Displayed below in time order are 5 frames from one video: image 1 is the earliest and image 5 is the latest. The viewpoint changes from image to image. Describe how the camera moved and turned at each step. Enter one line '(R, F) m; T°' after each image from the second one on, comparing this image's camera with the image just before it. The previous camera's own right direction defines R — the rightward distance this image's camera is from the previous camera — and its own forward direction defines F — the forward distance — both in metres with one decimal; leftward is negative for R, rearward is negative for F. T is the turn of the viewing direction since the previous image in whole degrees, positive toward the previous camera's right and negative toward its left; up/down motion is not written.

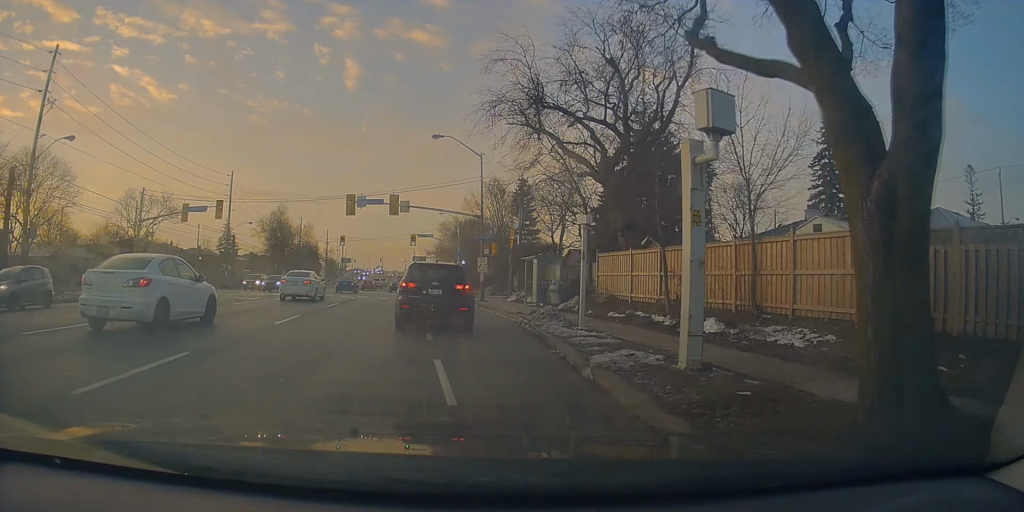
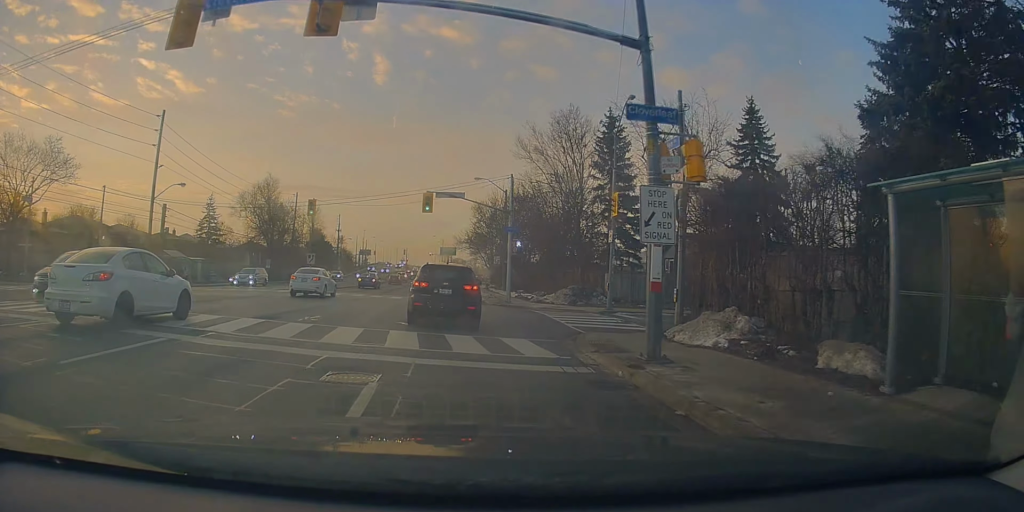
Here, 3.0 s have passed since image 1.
(+0.1, +25.7) m; -3°
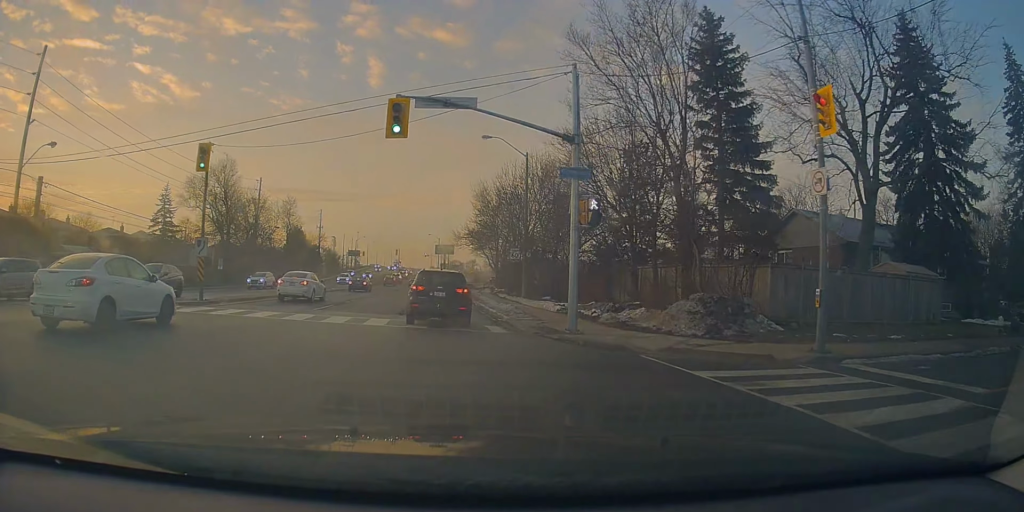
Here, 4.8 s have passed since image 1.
(0.0, +17.3) m; +2°
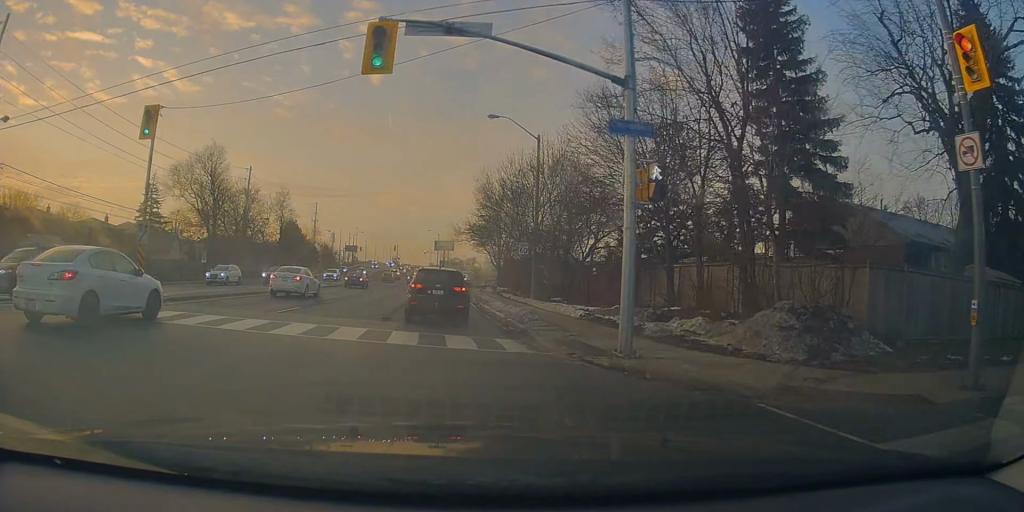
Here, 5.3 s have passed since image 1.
(+0.1, +4.6) m; 0°
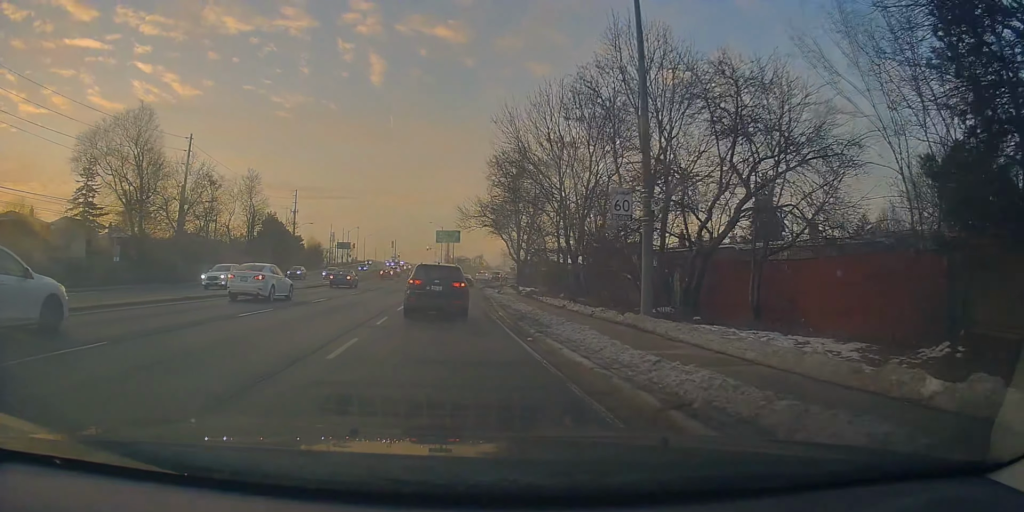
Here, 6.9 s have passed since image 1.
(-0.6, +18.9) m; -3°
